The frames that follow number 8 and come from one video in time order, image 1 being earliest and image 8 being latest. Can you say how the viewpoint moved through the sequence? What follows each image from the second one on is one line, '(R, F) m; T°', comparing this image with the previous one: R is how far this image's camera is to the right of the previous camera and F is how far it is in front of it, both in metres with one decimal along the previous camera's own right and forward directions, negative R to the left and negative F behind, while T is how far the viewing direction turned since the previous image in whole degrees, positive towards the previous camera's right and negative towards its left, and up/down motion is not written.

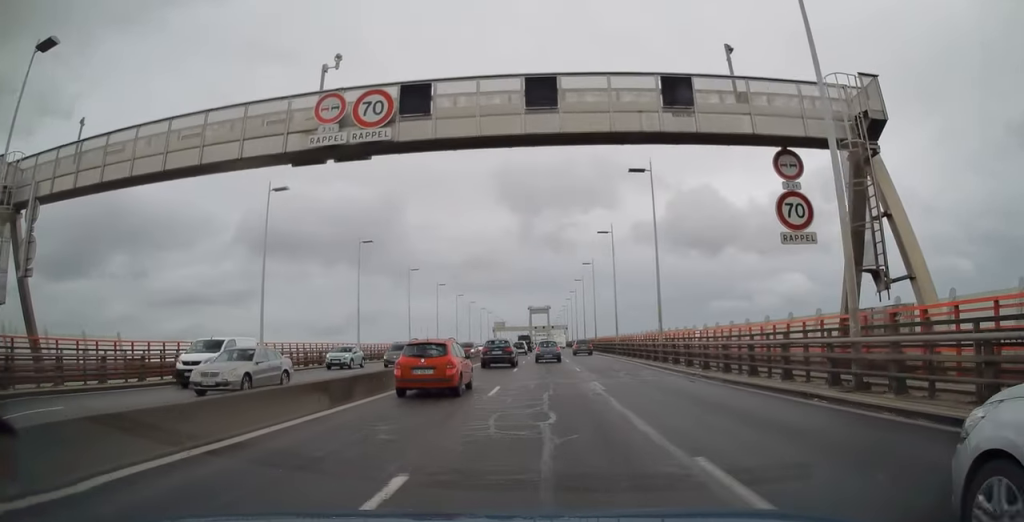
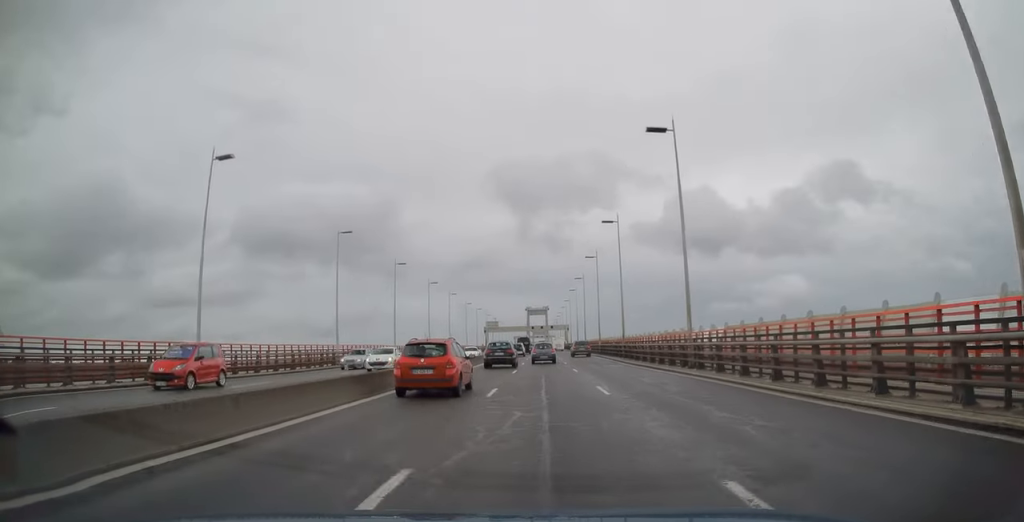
(0.0, +25.5) m; 0°
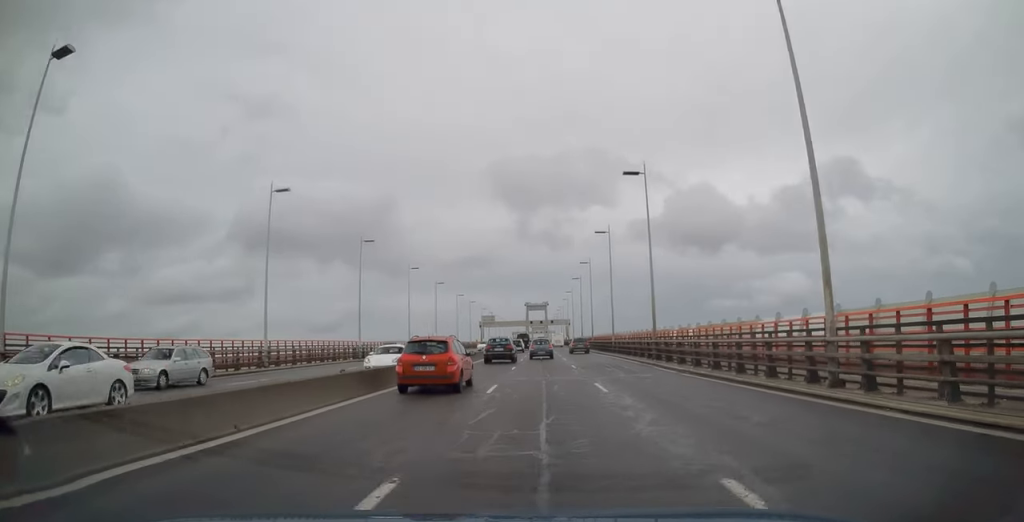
(0.0, +12.6) m; 0°
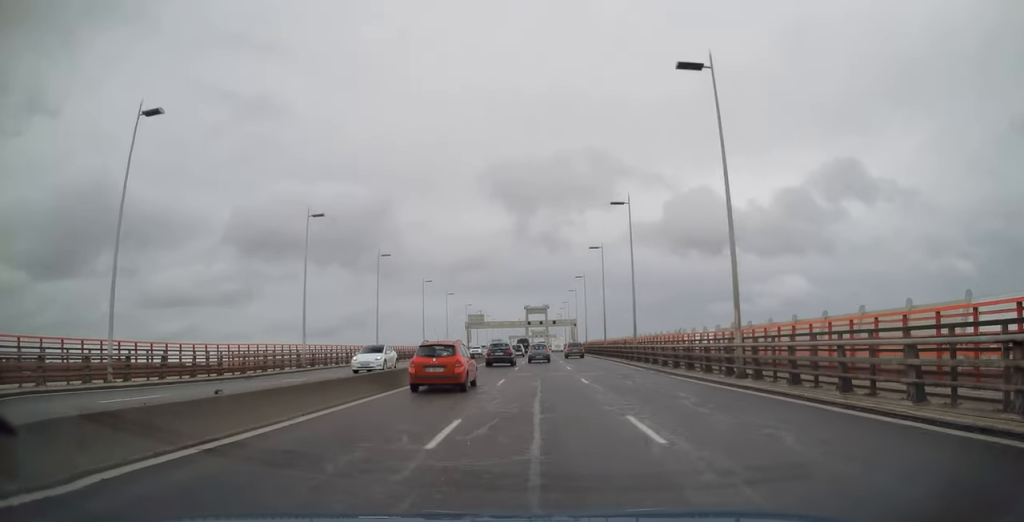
(0.0, +32.9) m; 0°
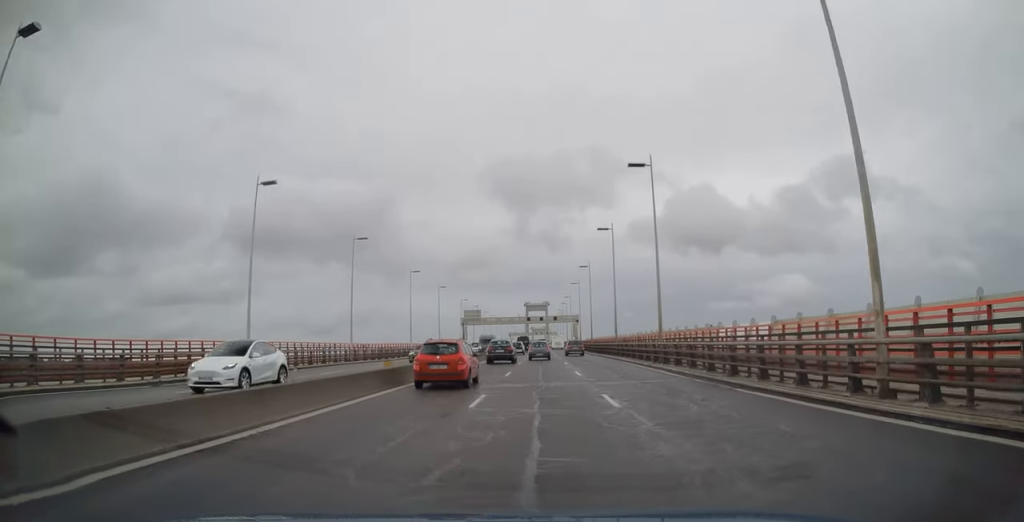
(0.0, +8.2) m; 0°
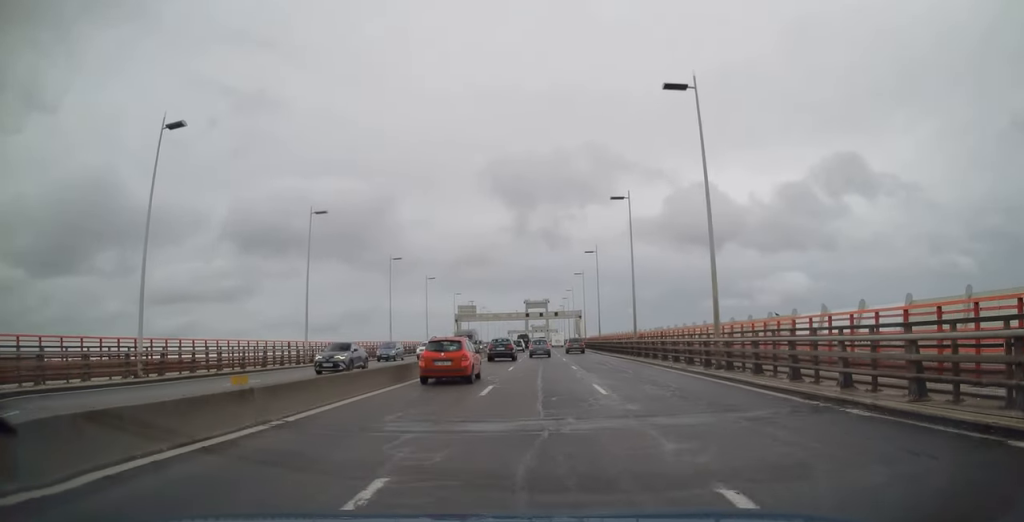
(0.0, +10.0) m; +1°
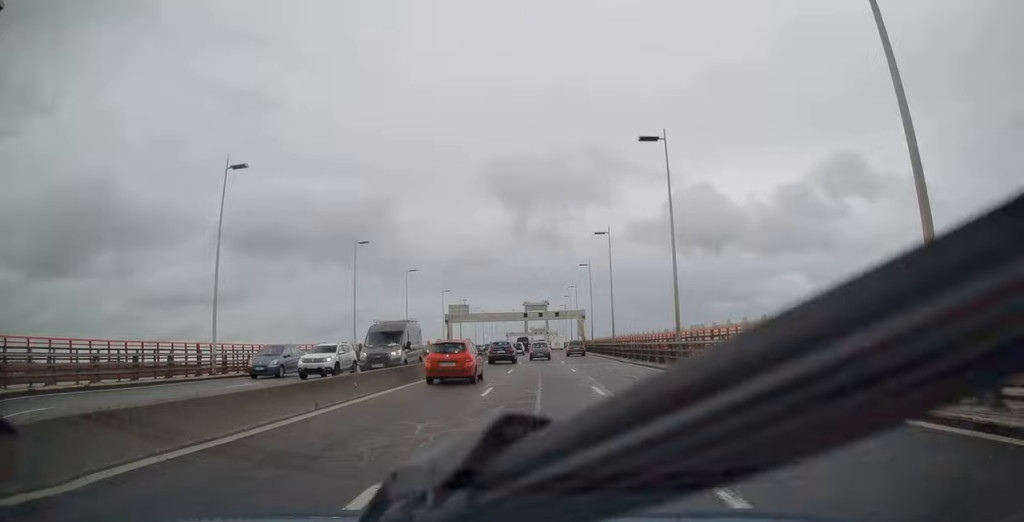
(0.0, +12.4) m; +1°
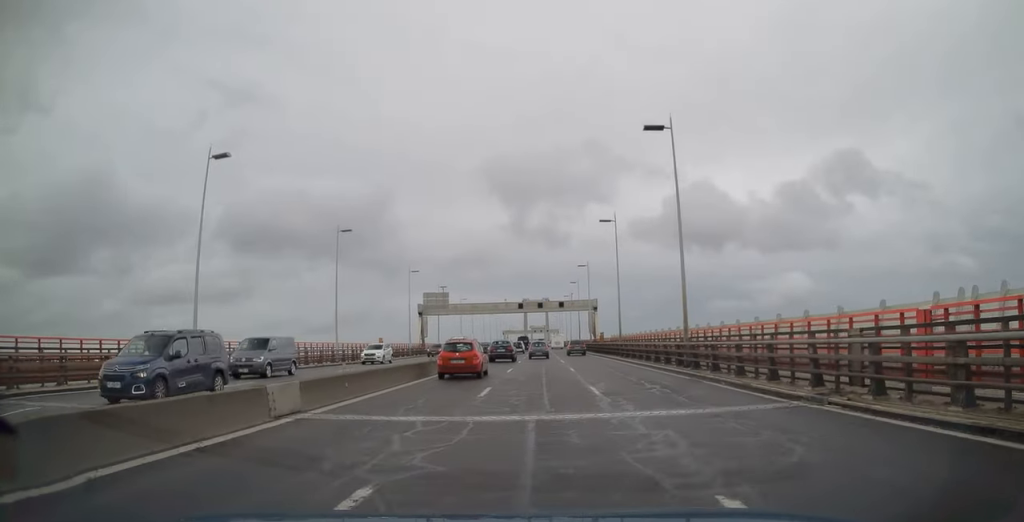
(+0.1, +25.1) m; -1°
